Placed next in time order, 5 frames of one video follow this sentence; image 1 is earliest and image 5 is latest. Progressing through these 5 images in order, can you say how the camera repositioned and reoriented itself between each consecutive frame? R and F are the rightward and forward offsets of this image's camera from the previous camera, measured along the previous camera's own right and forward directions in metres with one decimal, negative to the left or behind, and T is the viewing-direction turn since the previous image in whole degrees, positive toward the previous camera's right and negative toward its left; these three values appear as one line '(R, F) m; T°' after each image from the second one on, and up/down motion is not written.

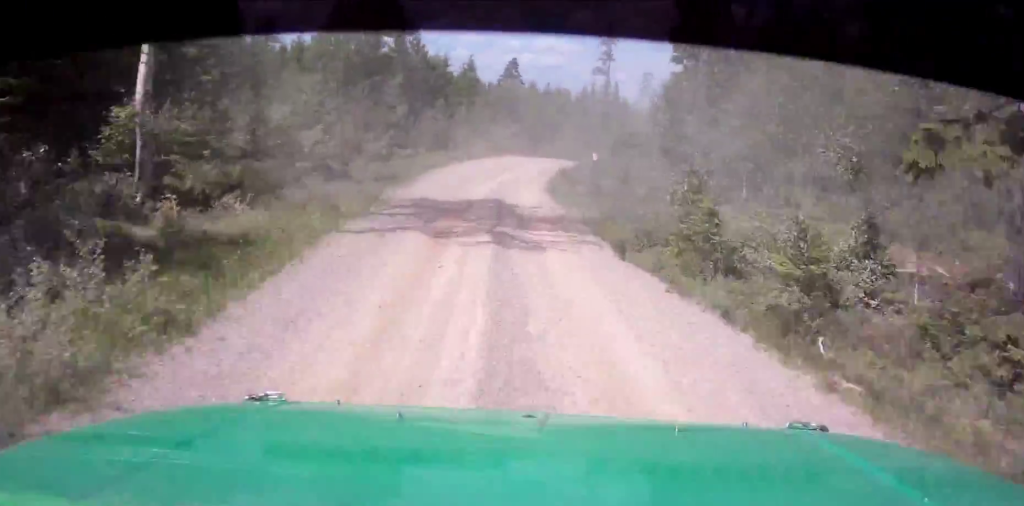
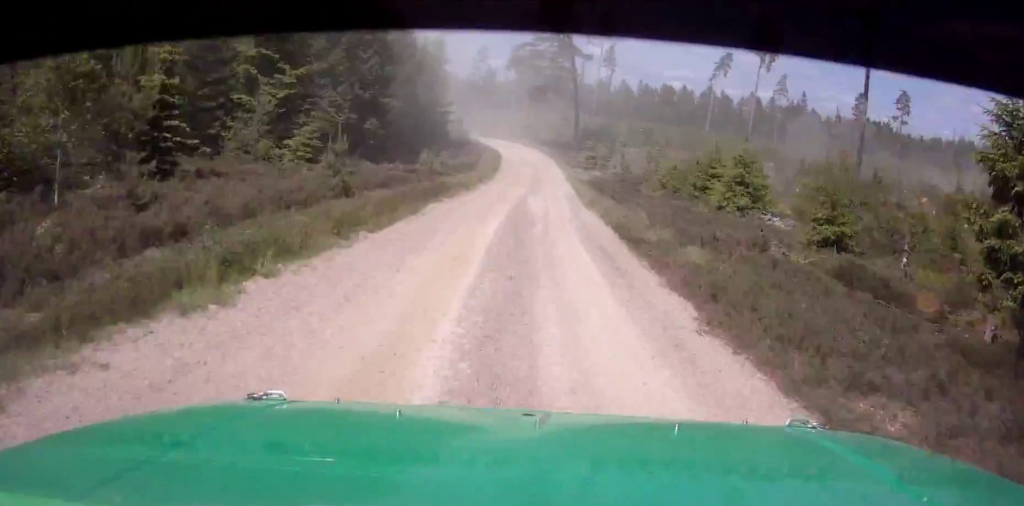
(+11.7, +75.2) m; +16°
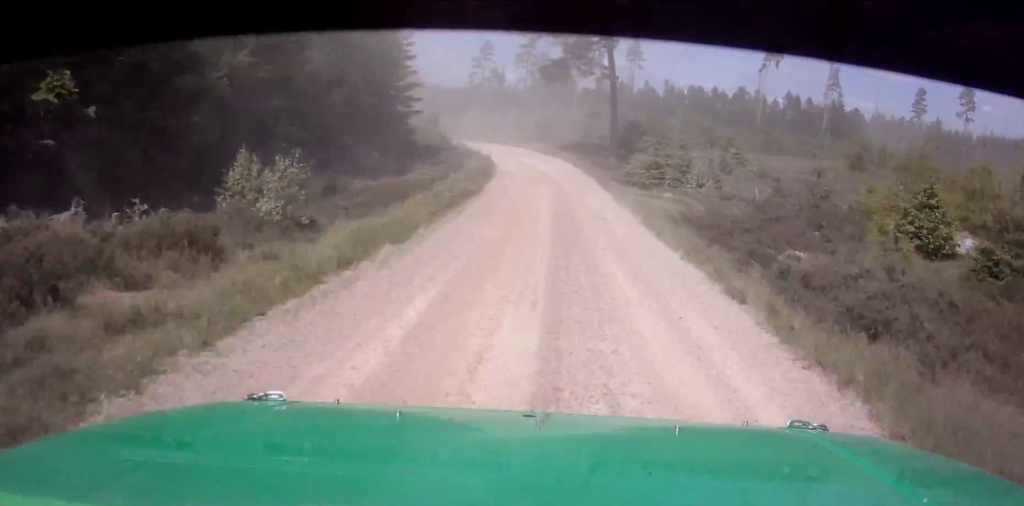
(0.0, +24.6) m; -2°
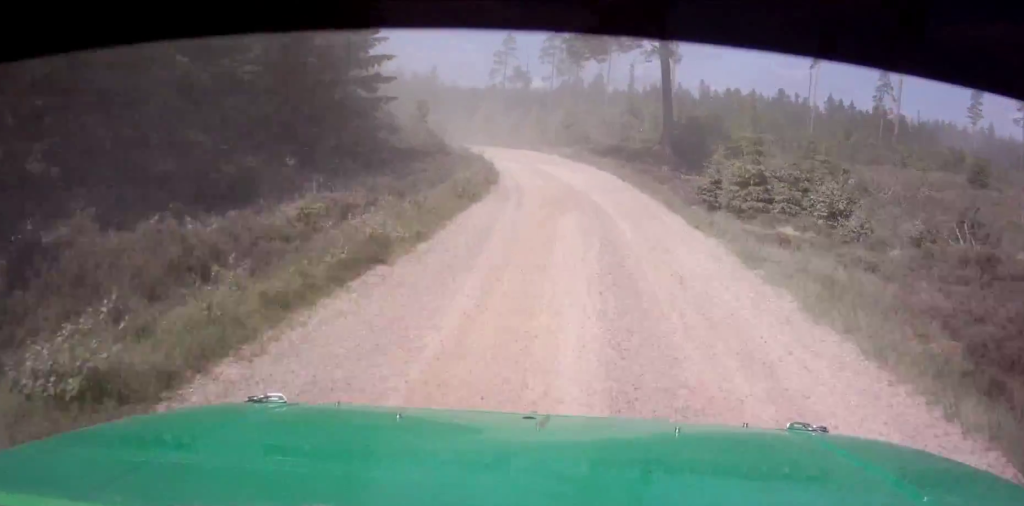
(+0.4, +11.2) m; -2°
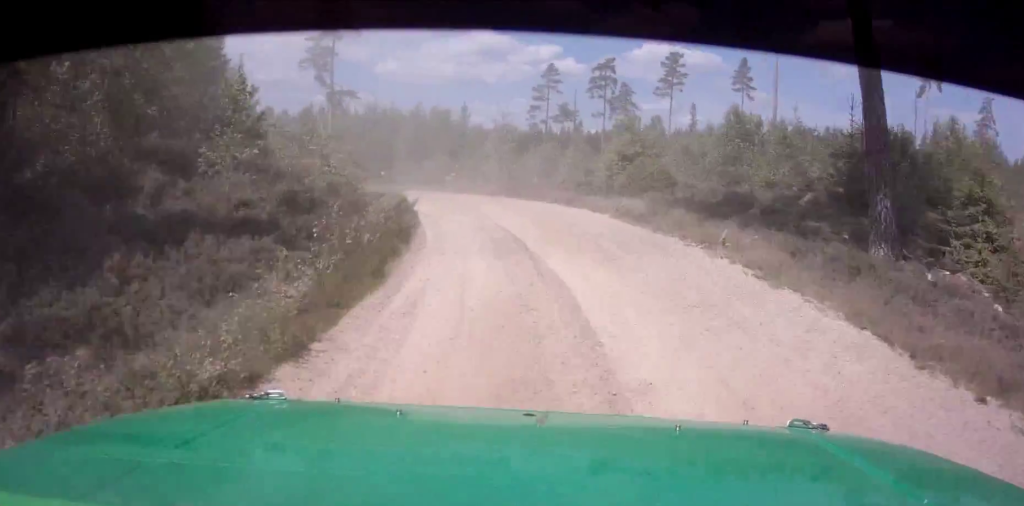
(-1.7, +20.6) m; -11°
